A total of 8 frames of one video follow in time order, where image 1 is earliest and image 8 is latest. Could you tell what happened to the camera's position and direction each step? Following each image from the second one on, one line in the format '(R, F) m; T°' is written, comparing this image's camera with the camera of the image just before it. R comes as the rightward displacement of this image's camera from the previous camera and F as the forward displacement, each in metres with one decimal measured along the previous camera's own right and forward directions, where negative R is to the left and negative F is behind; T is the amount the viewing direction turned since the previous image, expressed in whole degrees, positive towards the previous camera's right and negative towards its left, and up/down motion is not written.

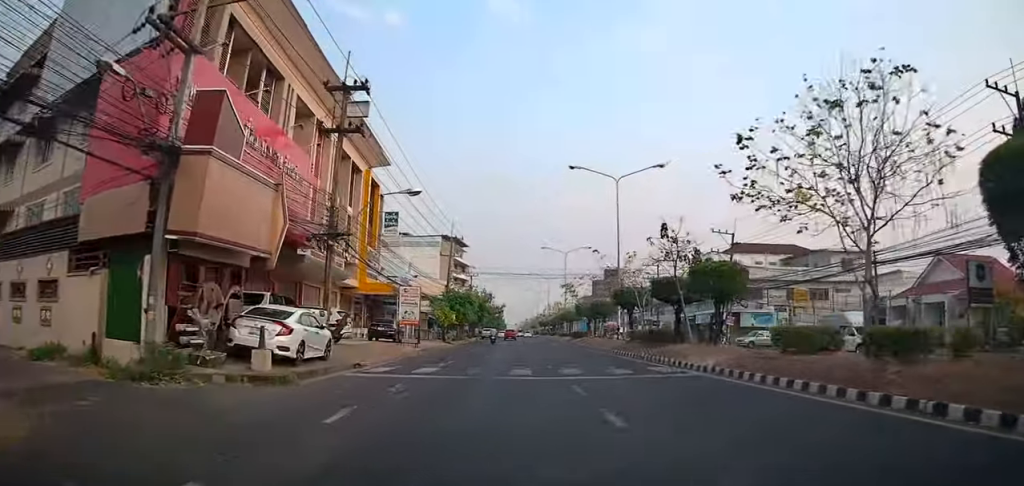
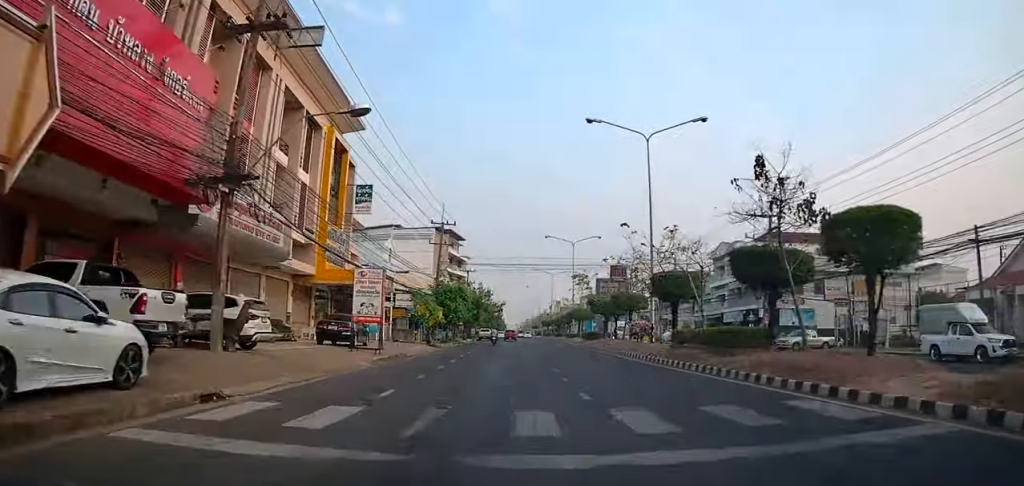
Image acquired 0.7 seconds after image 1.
(-0.5, +9.4) m; 0°
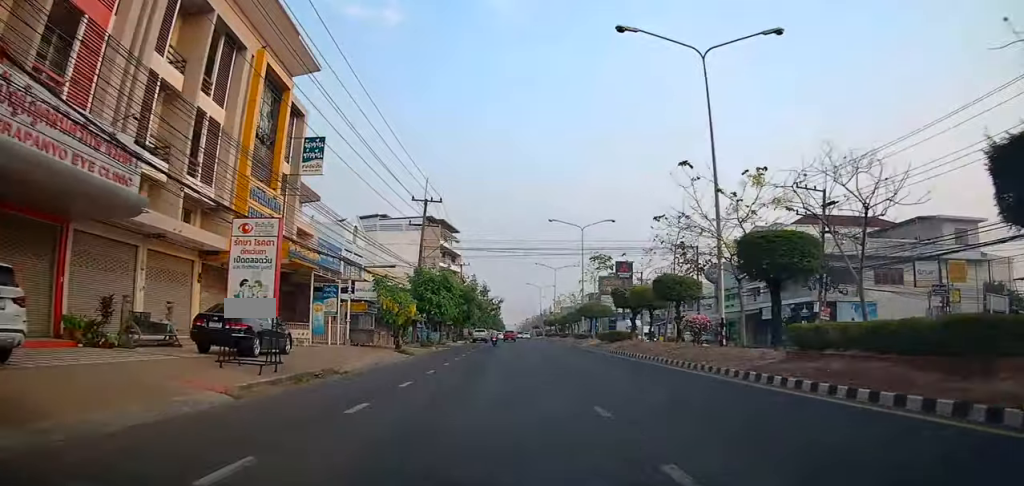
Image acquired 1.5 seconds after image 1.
(+0.6, +10.2) m; +3°
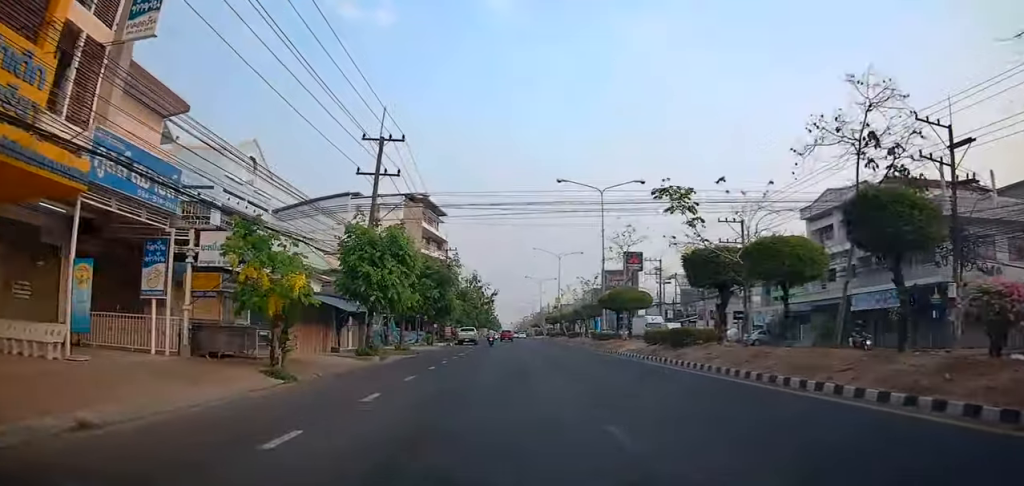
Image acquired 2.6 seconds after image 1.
(+0.3, +15.1) m; -2°
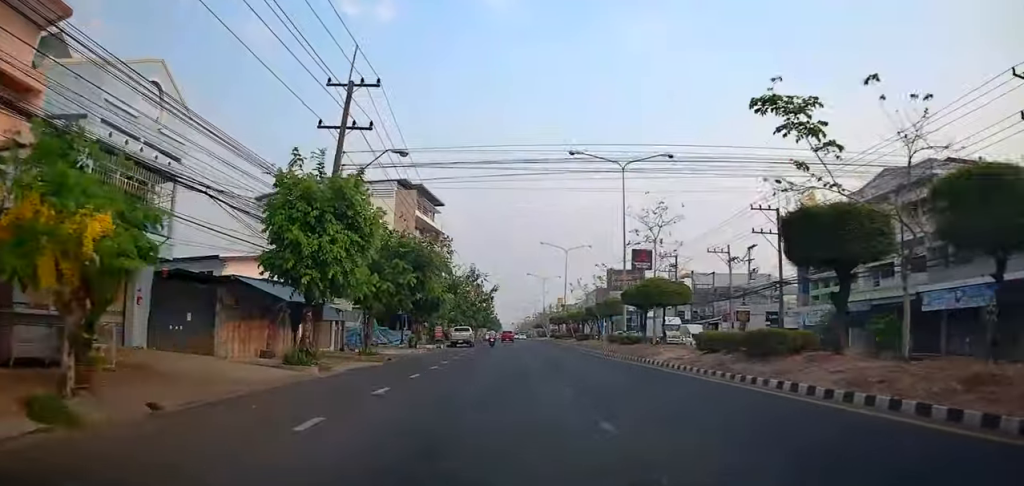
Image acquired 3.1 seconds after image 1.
(-0.4, +7.3) m; 0°
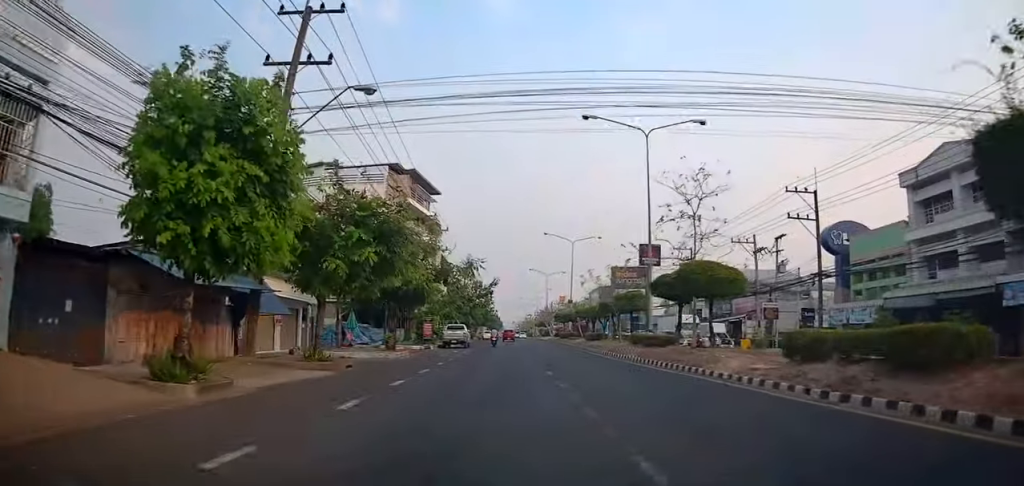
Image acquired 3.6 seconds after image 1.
(-0.4, +6.2) m; 0°
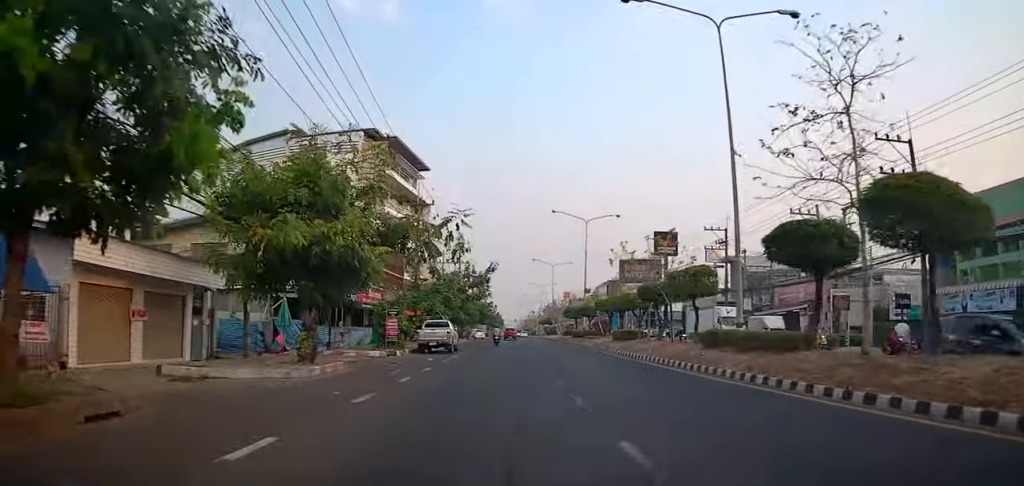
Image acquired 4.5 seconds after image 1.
(+0.6, +11.5) m; +3°
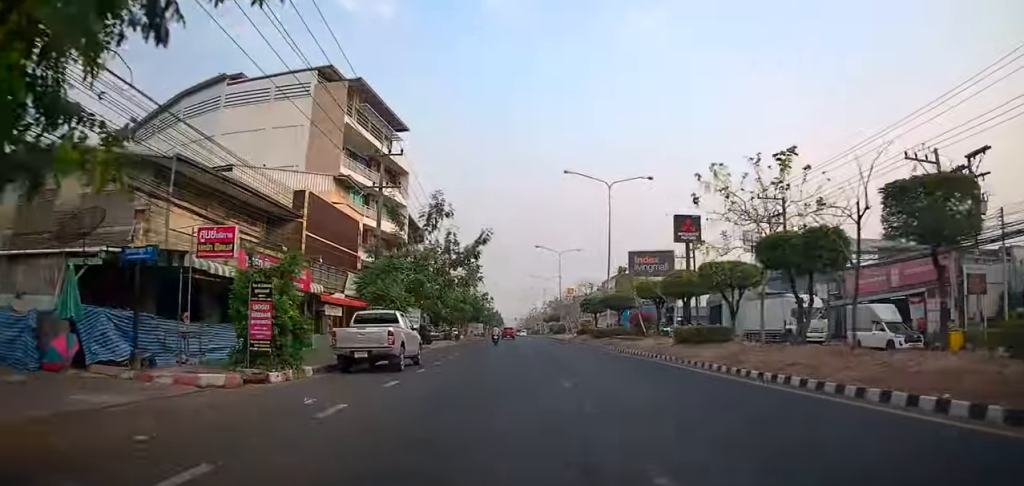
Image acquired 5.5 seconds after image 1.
(+0.2, +13.8) m; +1°
